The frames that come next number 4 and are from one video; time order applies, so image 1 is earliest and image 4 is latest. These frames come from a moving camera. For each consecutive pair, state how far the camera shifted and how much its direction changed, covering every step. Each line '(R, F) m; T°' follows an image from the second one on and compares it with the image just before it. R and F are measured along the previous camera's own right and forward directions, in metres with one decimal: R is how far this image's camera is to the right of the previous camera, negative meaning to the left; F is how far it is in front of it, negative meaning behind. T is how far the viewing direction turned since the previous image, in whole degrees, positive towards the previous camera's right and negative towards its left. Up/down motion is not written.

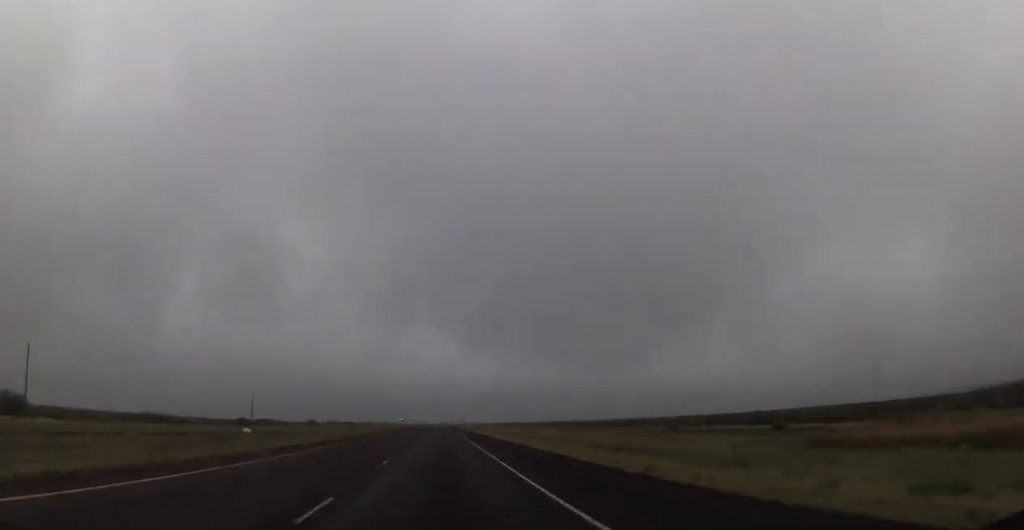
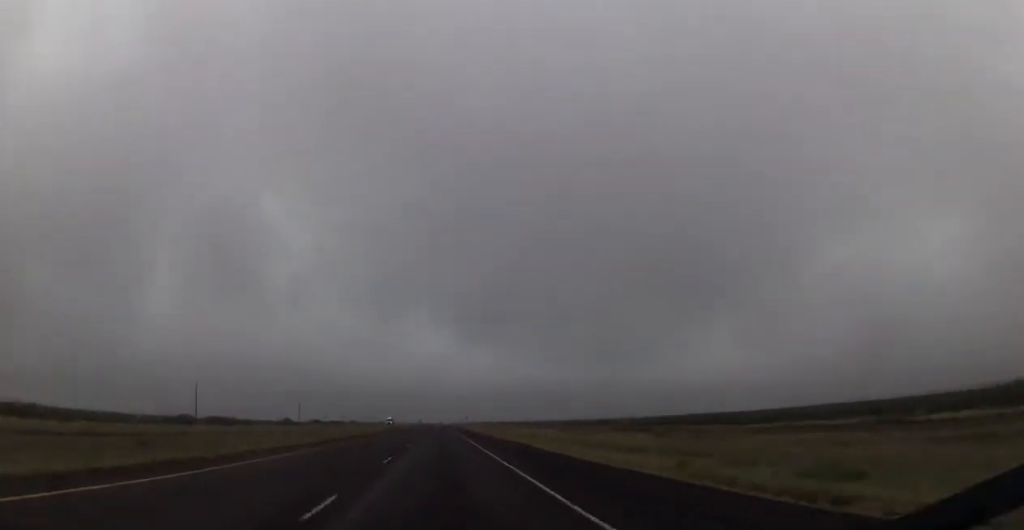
(+0.3, +49.0) m; 0°
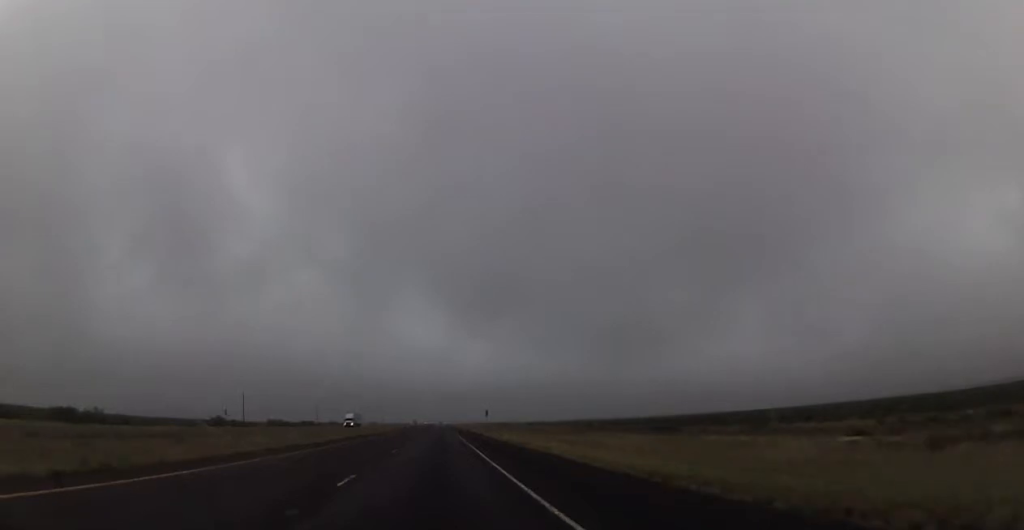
(0.0, +81.7) m; +1°
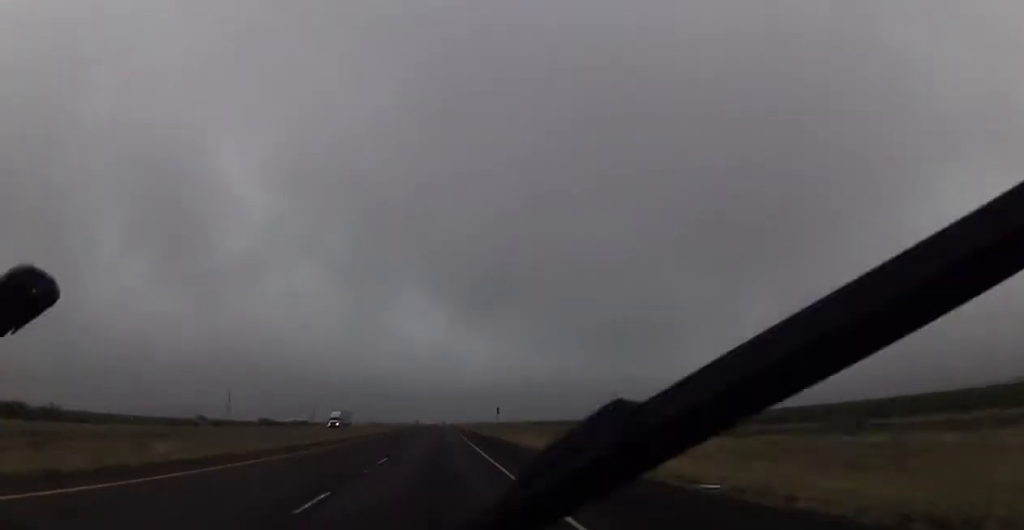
(0.0, +16.3) m; 0°
